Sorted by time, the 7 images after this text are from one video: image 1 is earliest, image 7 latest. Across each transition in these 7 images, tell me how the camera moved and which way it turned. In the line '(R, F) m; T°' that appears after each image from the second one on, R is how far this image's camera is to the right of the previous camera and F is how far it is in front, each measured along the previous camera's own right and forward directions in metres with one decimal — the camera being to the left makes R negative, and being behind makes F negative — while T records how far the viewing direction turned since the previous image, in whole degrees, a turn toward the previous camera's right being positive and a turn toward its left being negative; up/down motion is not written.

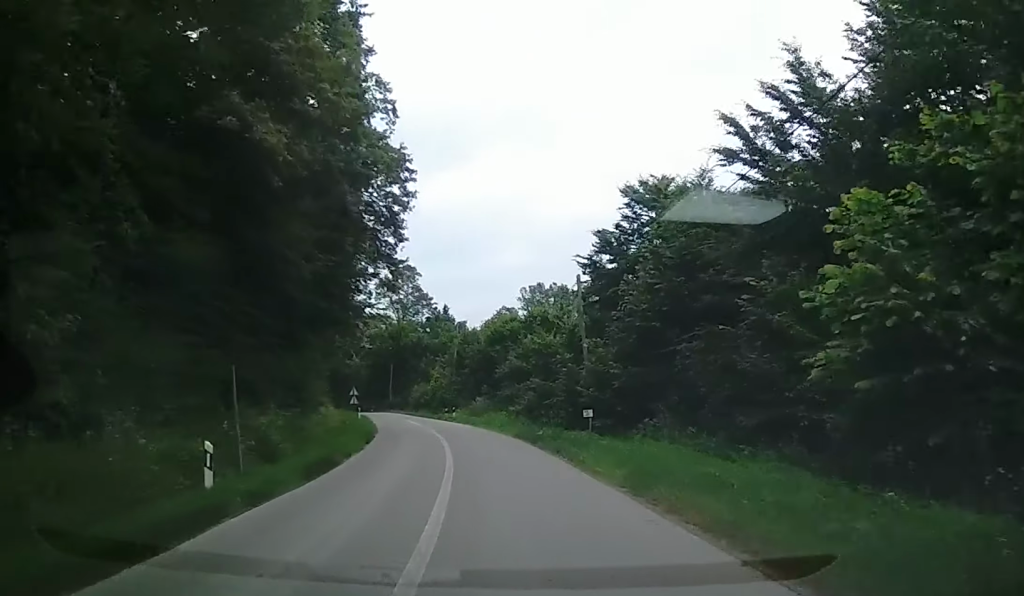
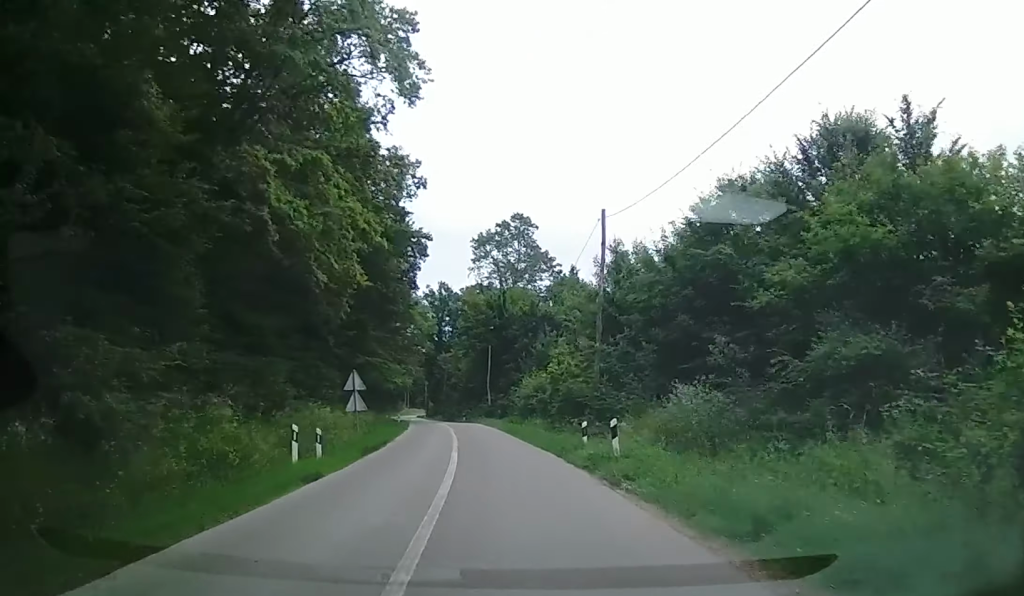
(-2.1, +35.2) m; -10°
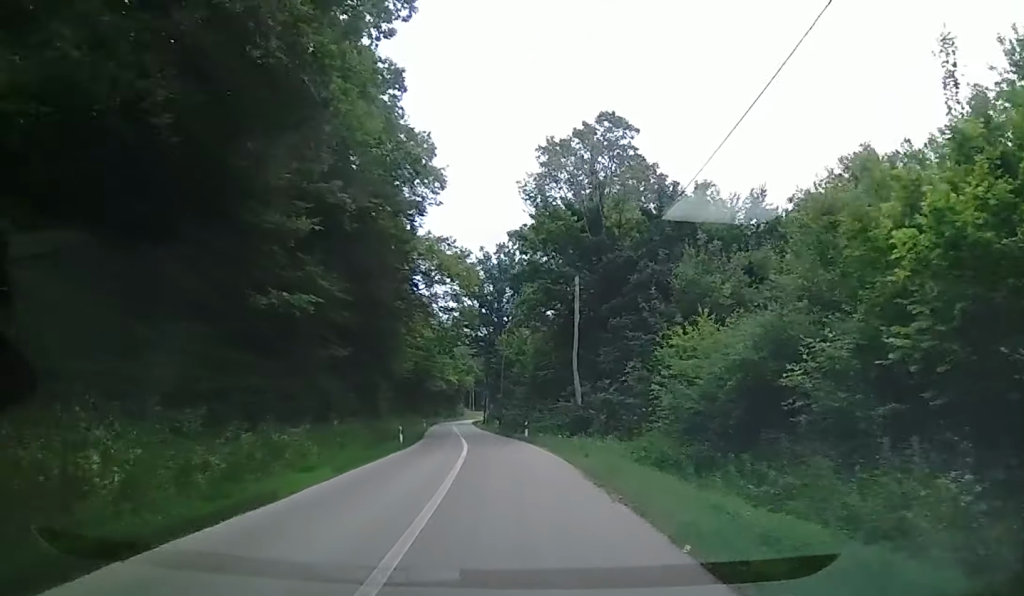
(-3.1, +31.6) m; -7°
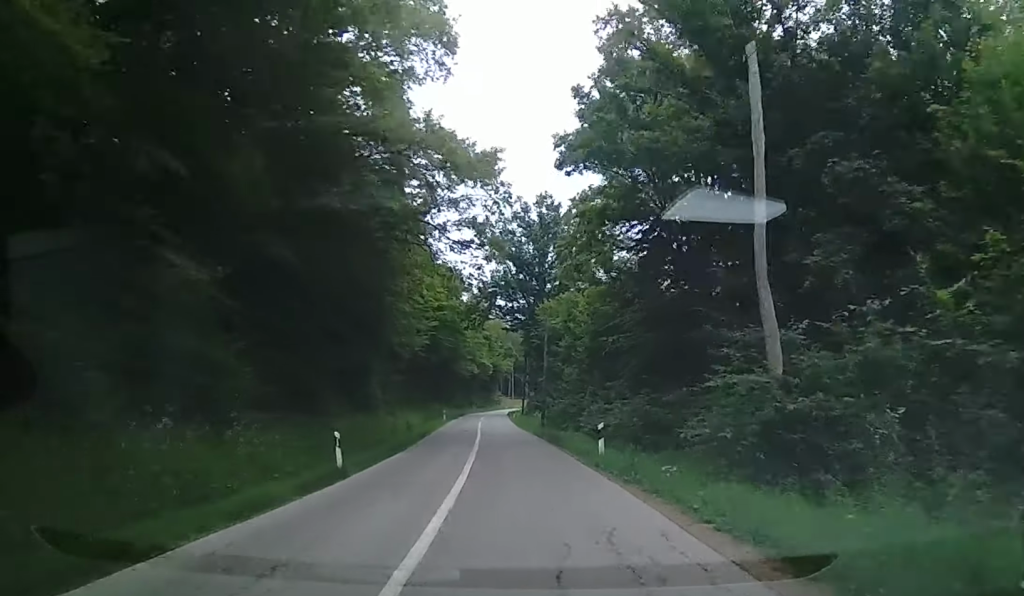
(0.0, +17.6) m; -1°
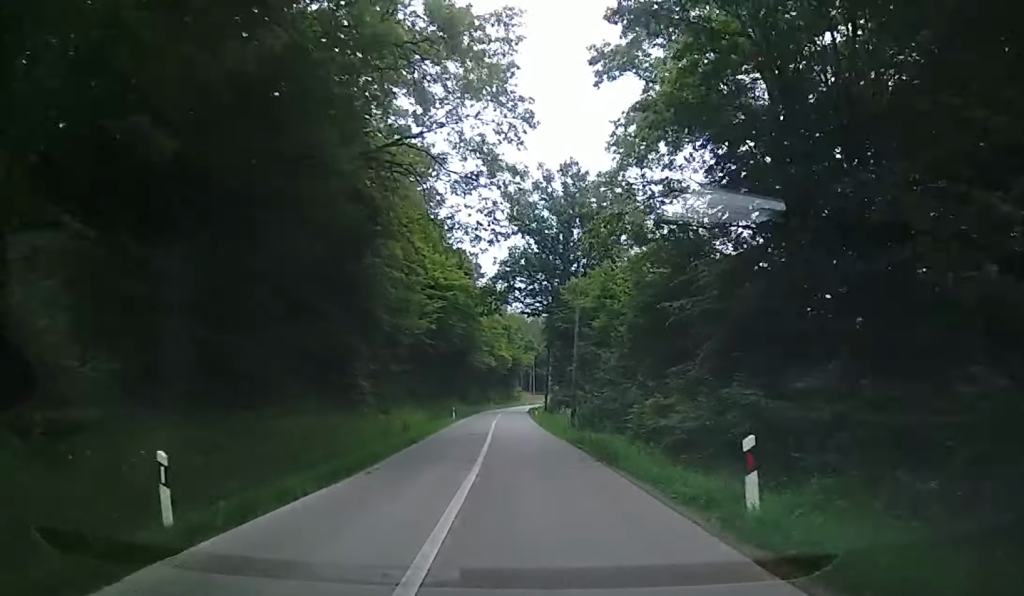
(-0.1, +9.1) m; -1°
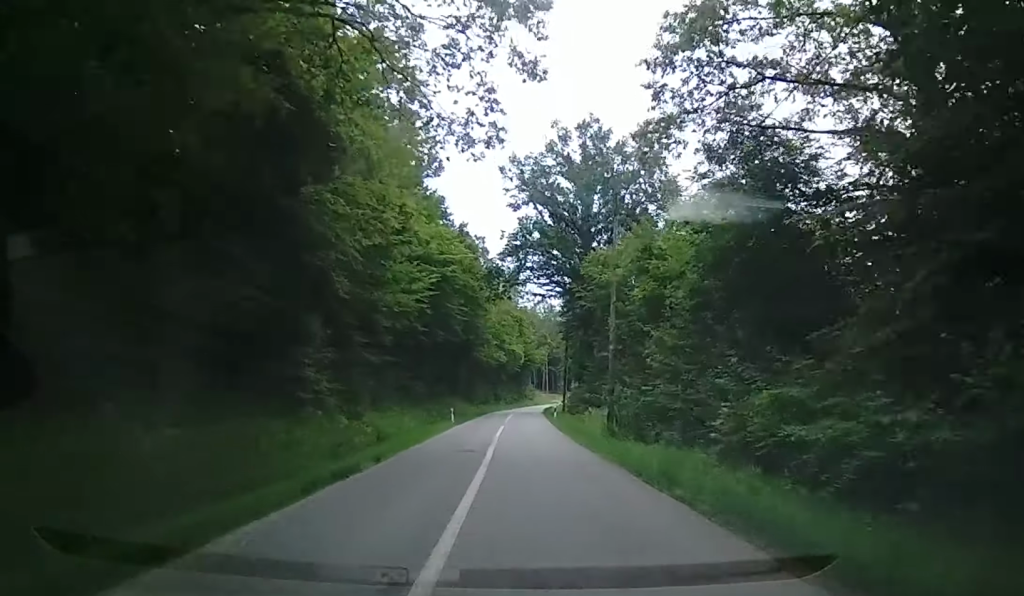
(-0.1, +9.8) m; -1°
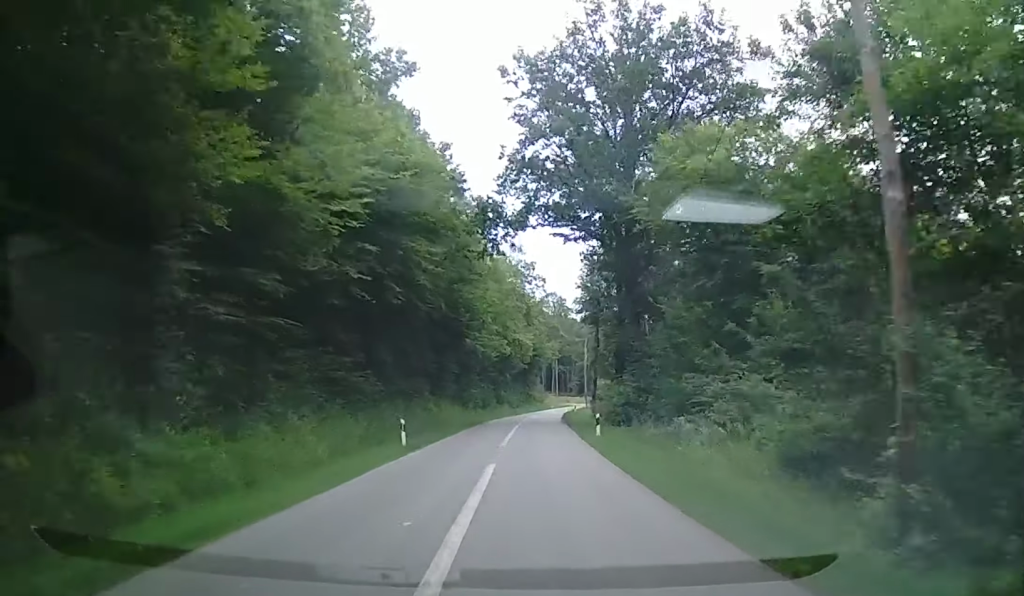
(-0.2, +18.8) m; -2°
